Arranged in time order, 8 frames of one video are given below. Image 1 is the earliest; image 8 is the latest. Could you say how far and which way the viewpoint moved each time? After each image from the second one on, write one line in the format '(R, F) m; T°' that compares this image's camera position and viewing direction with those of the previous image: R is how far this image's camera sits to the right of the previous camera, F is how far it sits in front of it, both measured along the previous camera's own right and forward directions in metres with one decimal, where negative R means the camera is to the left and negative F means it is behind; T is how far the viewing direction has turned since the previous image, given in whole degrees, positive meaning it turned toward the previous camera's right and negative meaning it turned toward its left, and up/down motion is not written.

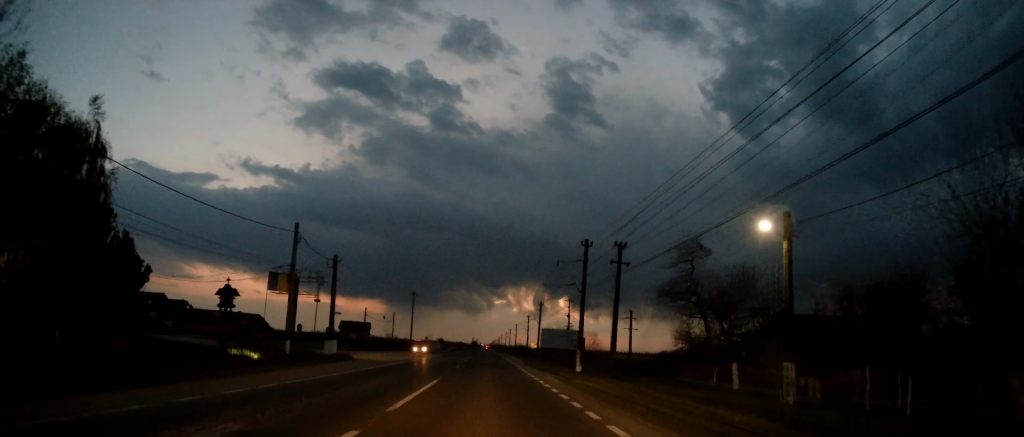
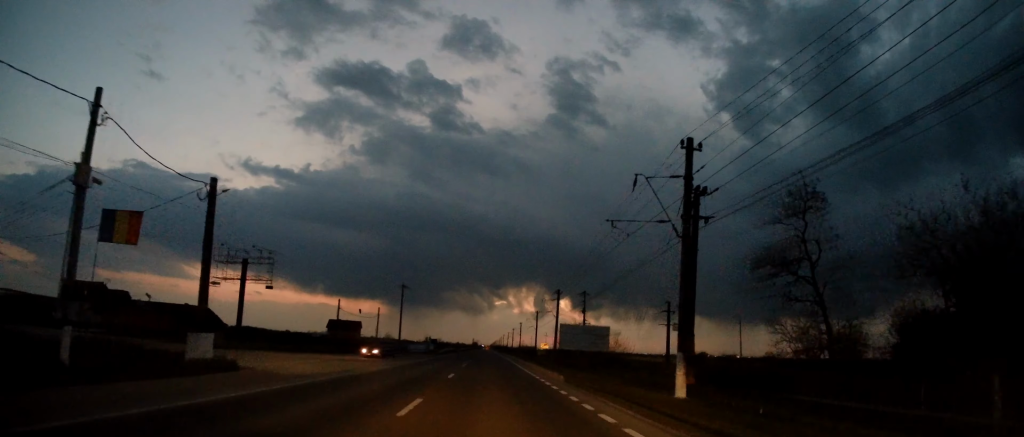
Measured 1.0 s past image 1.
(+0.3, +19.2) m; 0°
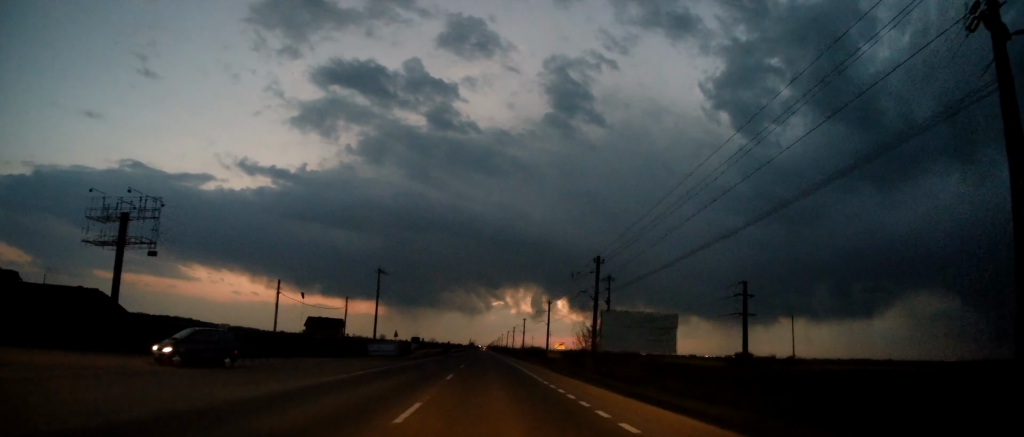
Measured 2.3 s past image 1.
(-0.5, +23.8) m; 0°
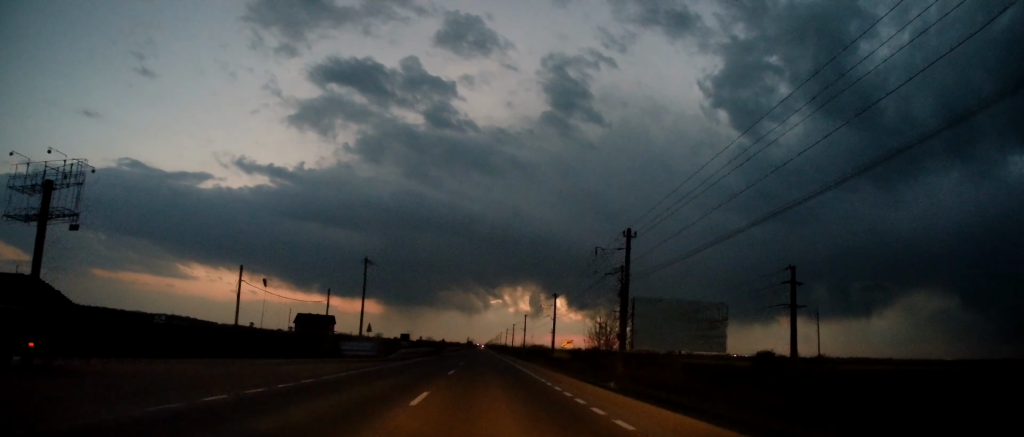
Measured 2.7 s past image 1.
(+0.1, +9.3) m; 0°
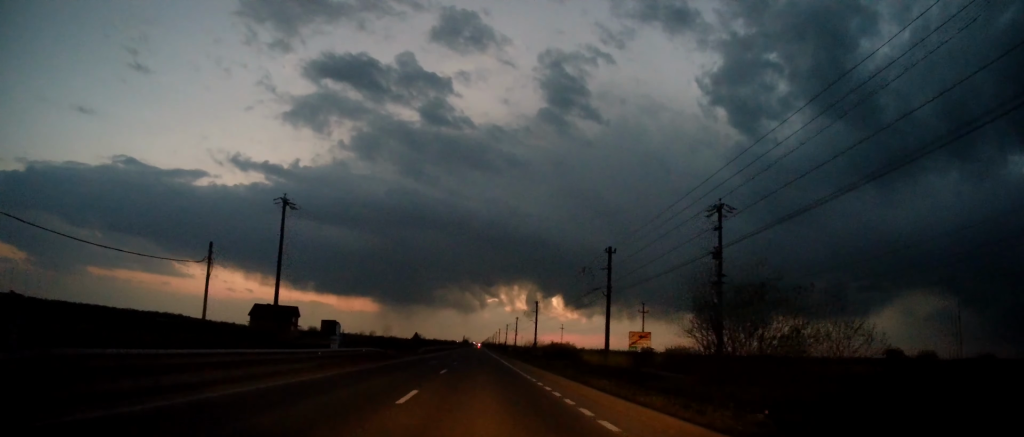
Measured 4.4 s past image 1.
(+0.1, +34.3) m; 0°
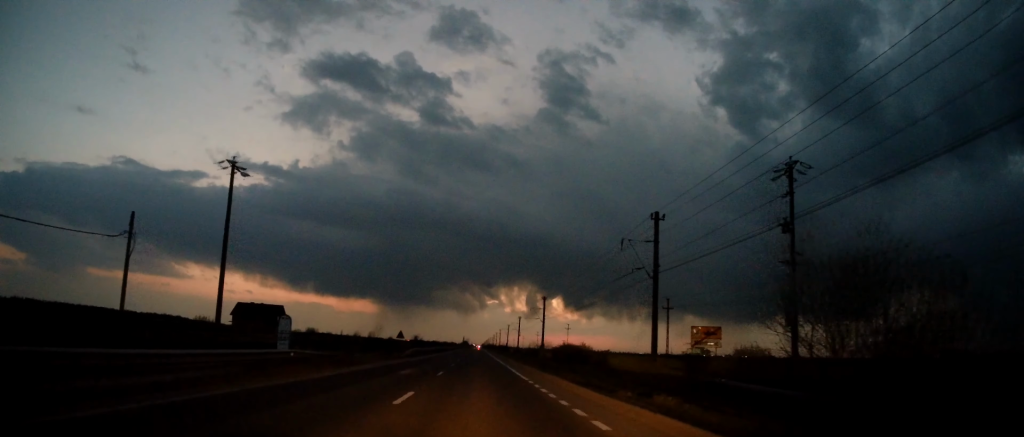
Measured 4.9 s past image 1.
(-0.1, +11.2) m; 0°
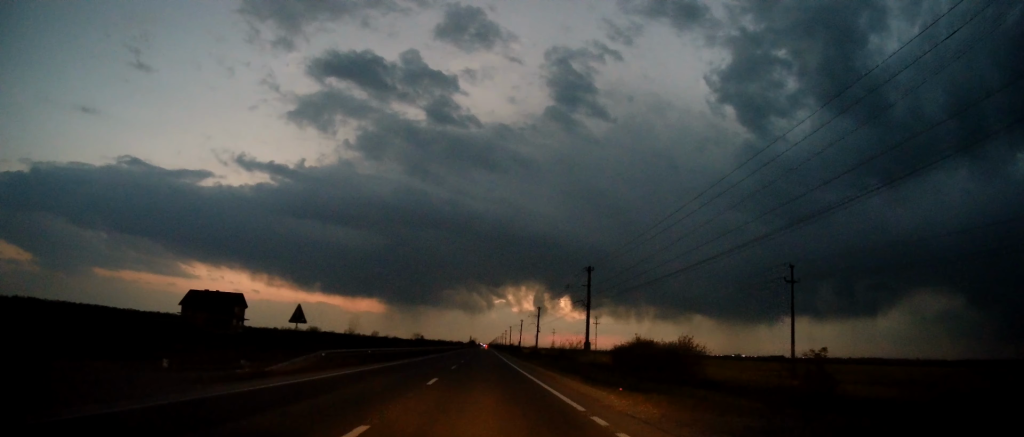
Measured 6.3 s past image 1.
(0.0, +29.2) m; -1°
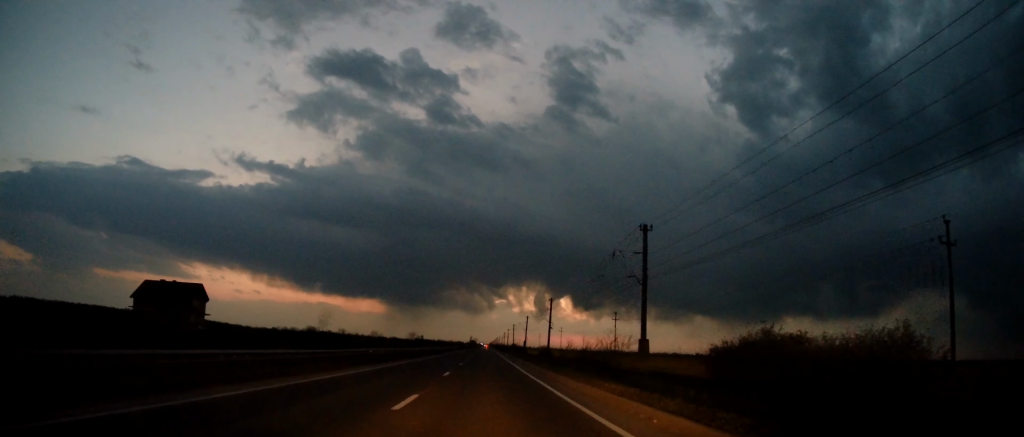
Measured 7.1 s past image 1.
(-0.4, +18.0) m; 0°
